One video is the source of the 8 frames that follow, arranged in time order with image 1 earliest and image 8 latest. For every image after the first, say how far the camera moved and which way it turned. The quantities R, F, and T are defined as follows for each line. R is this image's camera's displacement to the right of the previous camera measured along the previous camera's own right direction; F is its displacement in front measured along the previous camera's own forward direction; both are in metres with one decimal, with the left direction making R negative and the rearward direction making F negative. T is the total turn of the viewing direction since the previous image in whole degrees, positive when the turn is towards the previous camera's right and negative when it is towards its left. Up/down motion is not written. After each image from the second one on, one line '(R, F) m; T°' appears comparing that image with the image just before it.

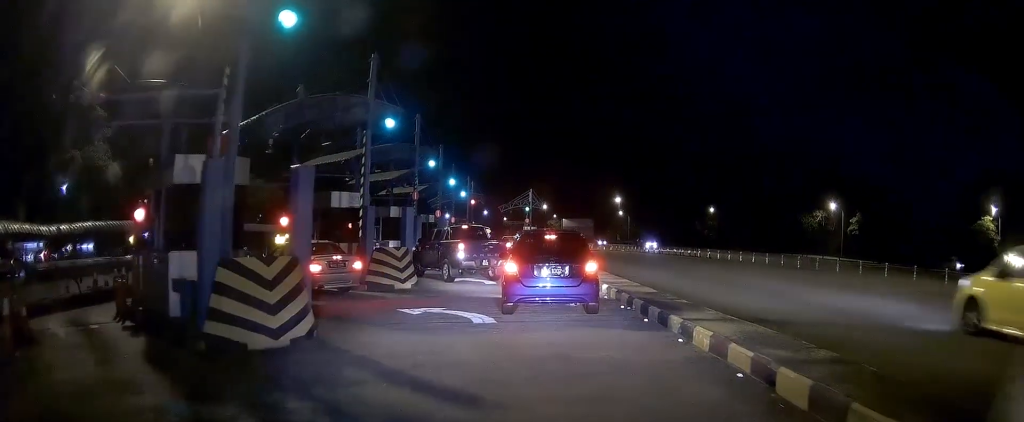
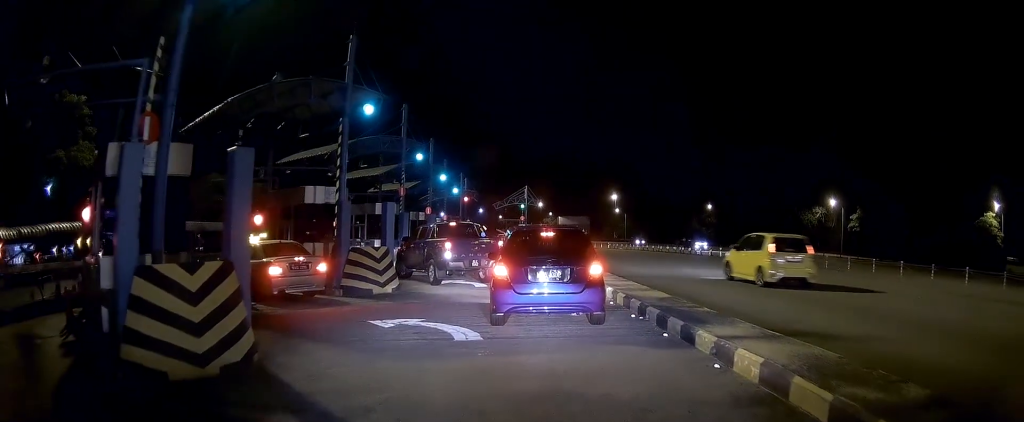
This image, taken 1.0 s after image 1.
(+0.1, +1.6) m; +1°
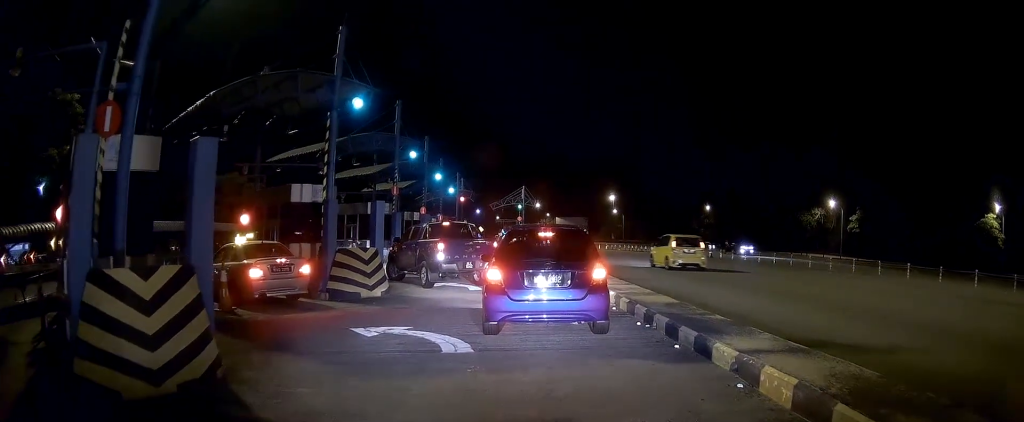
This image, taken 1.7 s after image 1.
(-0.1, +0.9) m; 0°
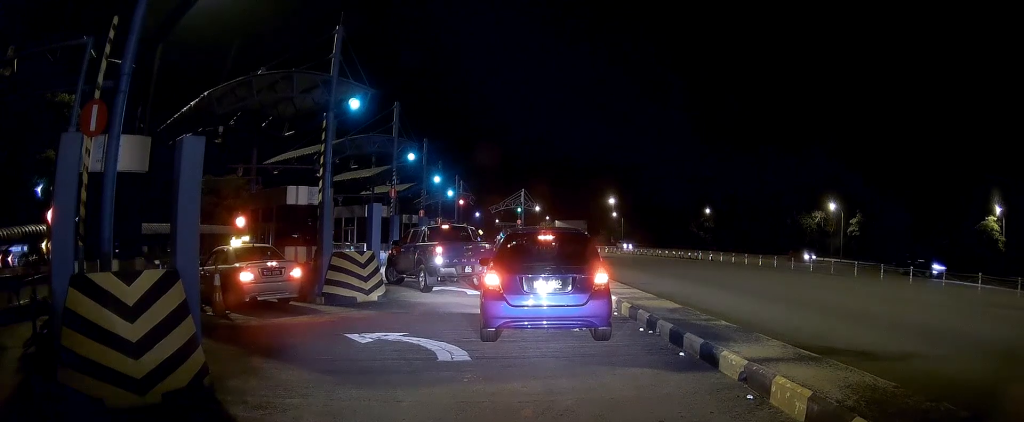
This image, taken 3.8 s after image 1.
(0.0, +1.2) m; 0°
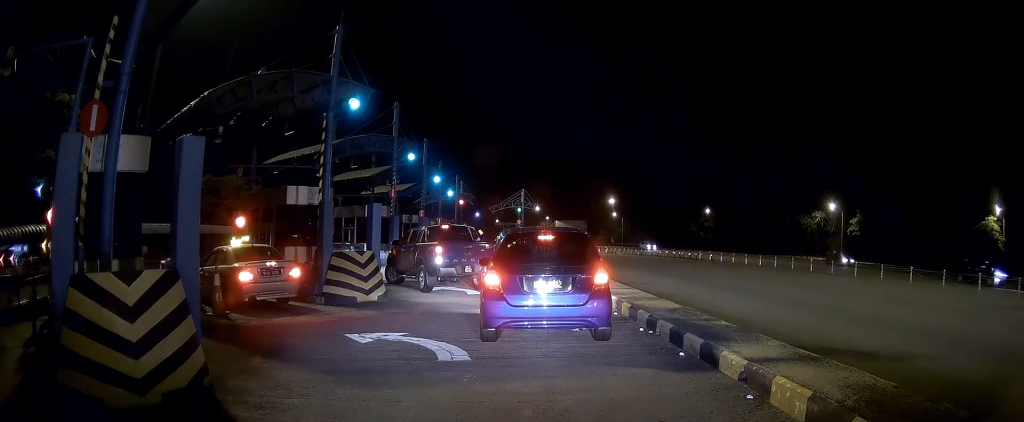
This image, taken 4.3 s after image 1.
(0.0, +0.1) m; 0°
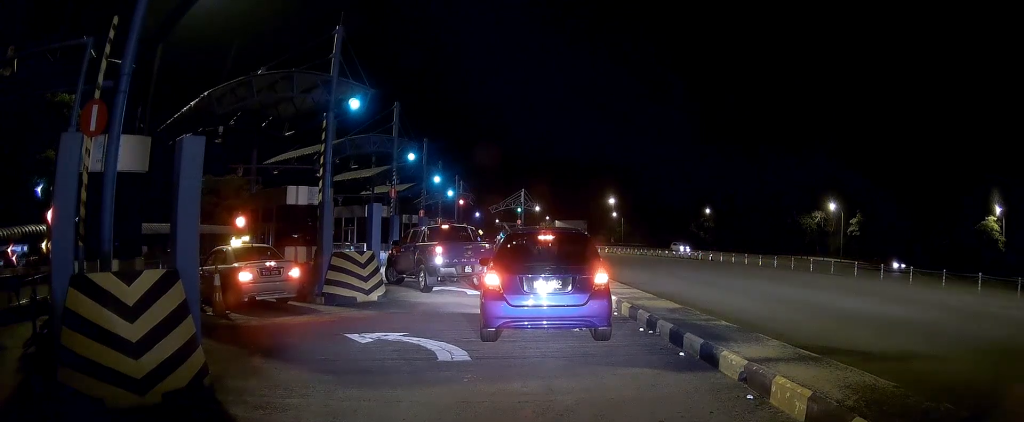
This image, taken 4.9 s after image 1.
(0.0, +0.1) m; 0°
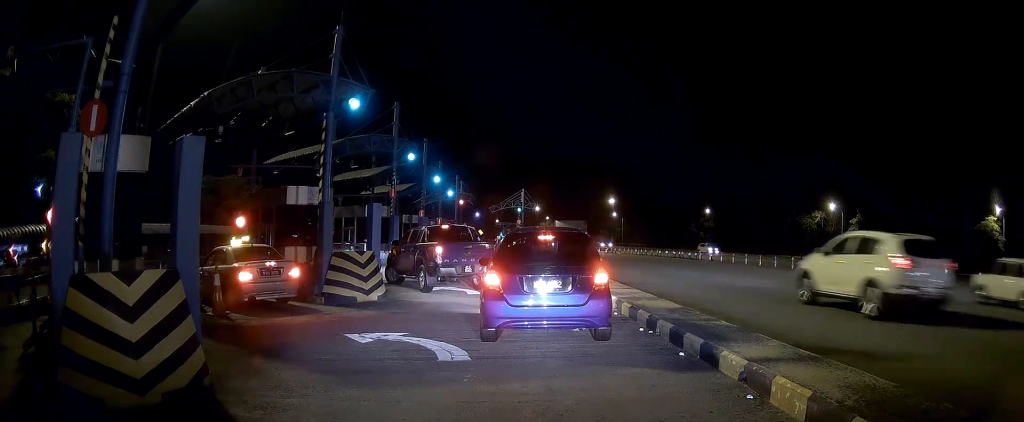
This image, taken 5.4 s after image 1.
(0.0, 0.0) m; 0°
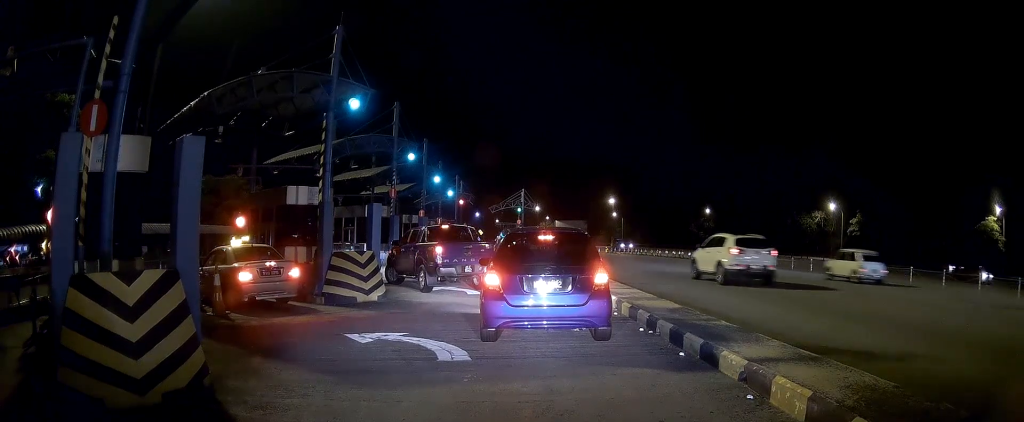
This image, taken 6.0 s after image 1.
(0.0, 0.0) m; 0°
